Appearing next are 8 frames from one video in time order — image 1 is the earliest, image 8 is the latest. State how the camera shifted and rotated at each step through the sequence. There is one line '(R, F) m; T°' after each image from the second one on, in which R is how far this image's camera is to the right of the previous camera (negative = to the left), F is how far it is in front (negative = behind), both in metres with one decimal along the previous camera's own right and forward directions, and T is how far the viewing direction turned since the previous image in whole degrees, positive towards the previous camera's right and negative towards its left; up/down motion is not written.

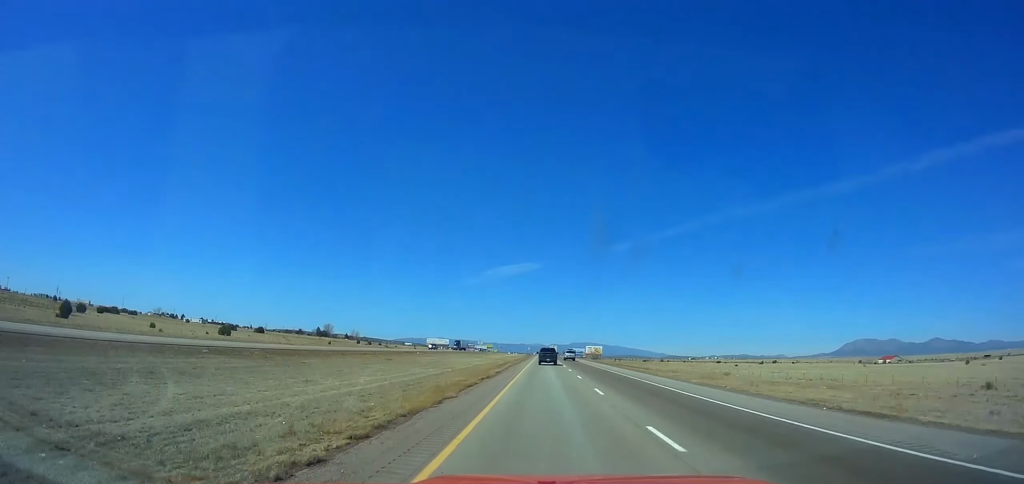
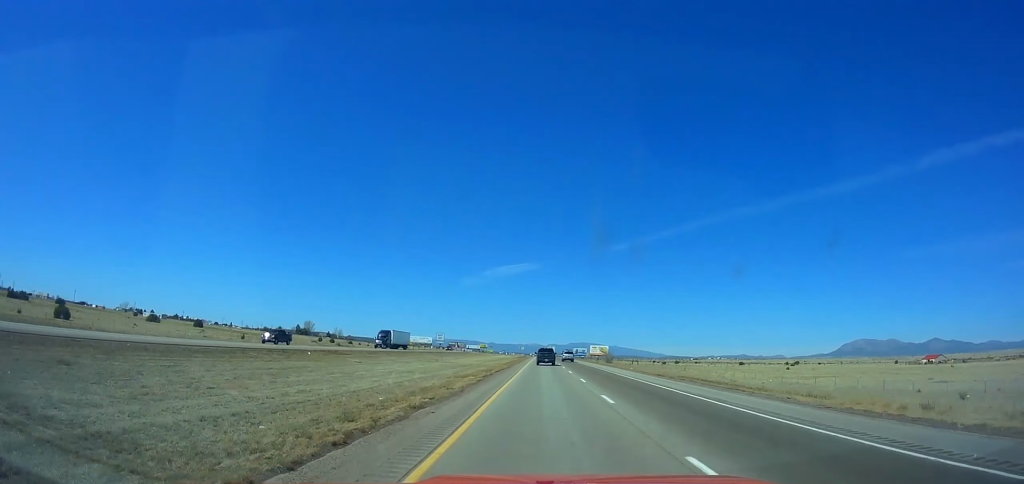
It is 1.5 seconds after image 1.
(-0.2, +51.9) m; 0°
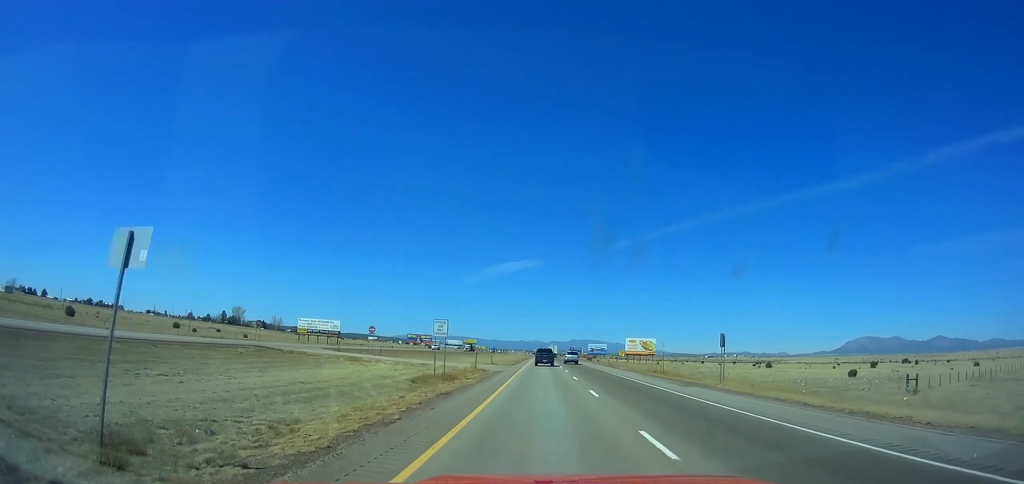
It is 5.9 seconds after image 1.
(+0.8, +153.8) m; 0°
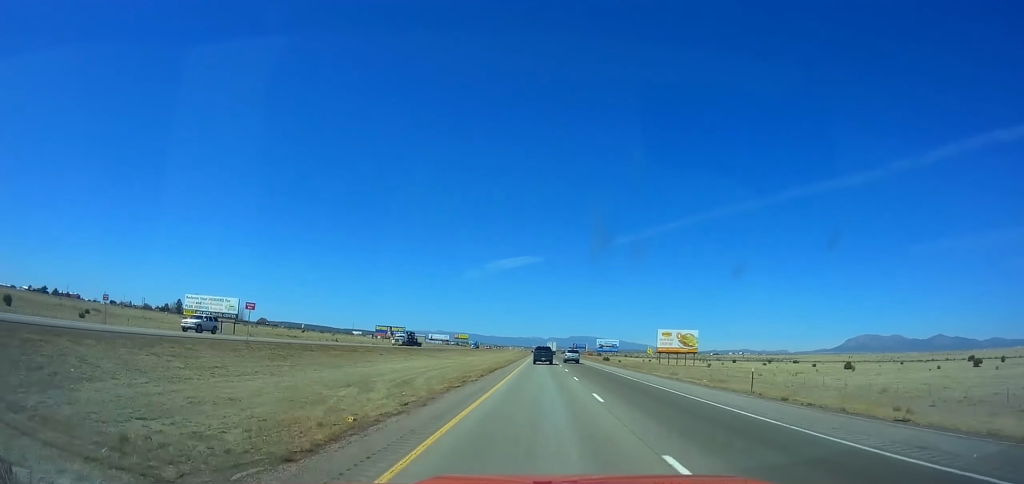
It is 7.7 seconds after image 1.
(-0.2, +63.1) m; 0°
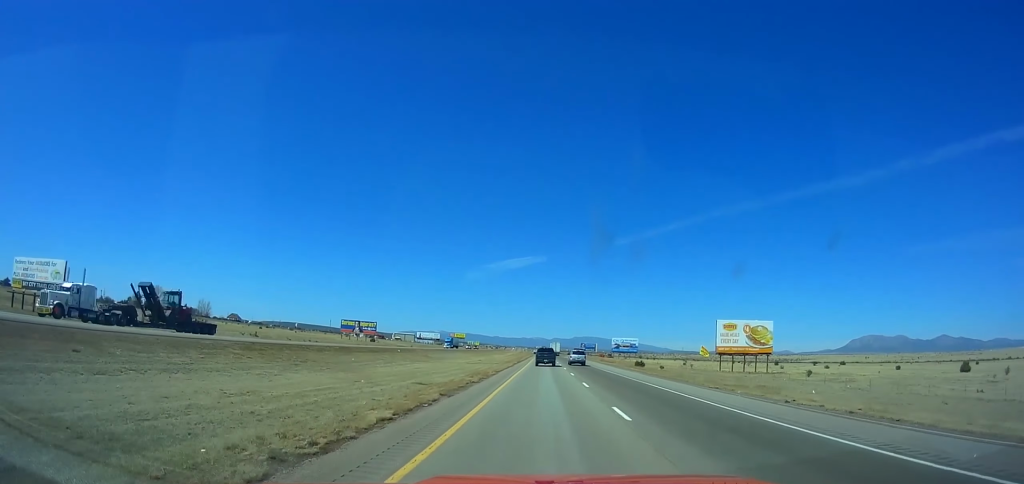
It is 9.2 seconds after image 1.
(0.0, +52.6) m; 0°
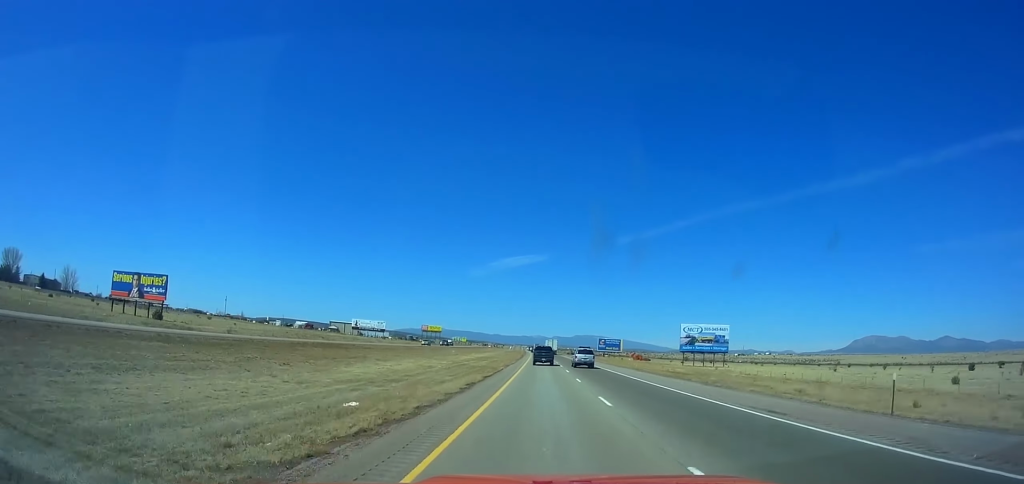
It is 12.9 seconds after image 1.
(0.0, +129.5) m; 0°
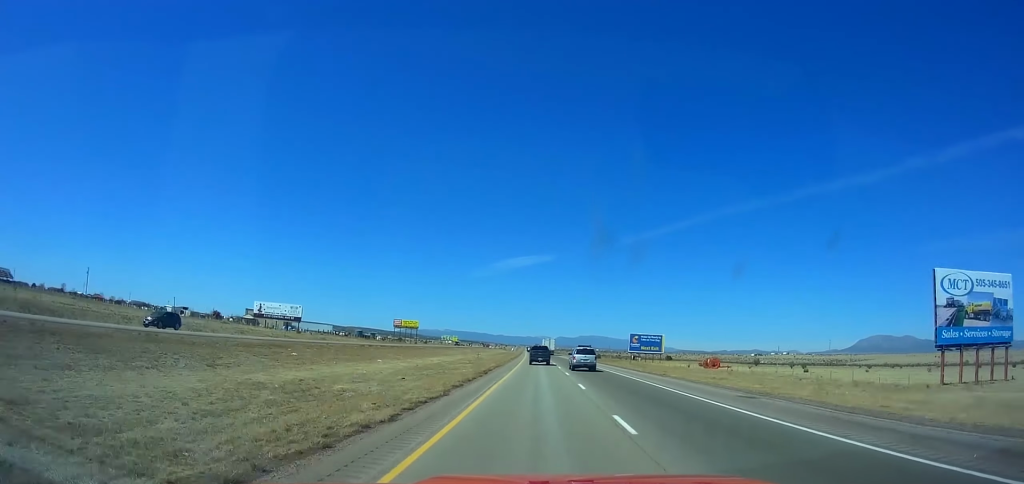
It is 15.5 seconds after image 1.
(0.0, +90.5) m; 0°
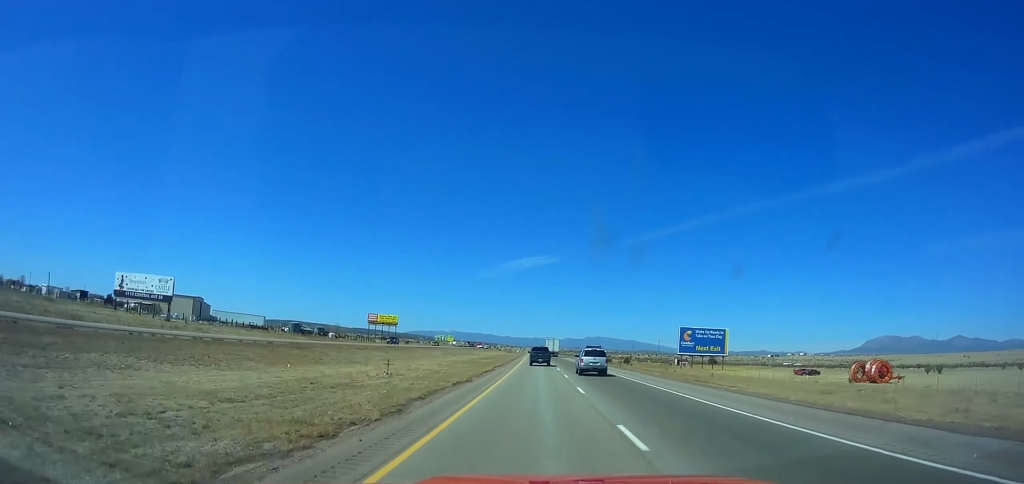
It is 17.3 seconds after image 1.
(-0.3, +62.2) m; -1°
